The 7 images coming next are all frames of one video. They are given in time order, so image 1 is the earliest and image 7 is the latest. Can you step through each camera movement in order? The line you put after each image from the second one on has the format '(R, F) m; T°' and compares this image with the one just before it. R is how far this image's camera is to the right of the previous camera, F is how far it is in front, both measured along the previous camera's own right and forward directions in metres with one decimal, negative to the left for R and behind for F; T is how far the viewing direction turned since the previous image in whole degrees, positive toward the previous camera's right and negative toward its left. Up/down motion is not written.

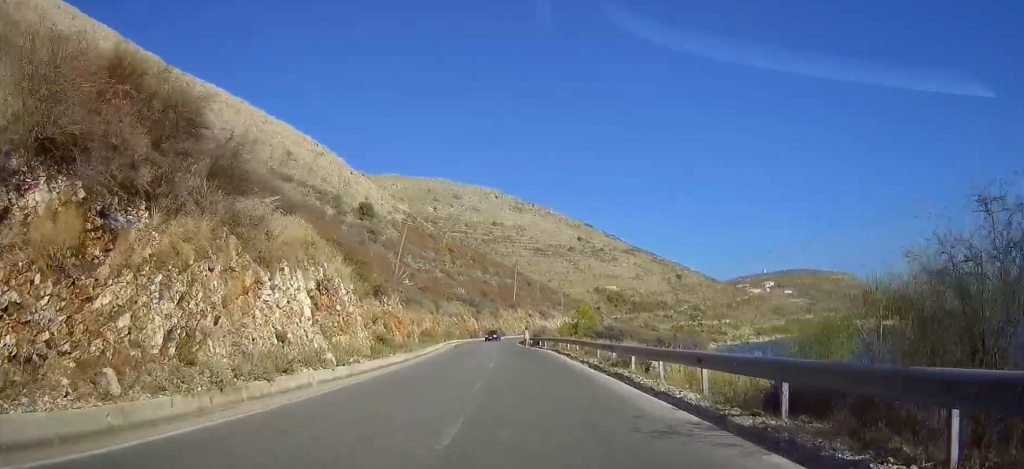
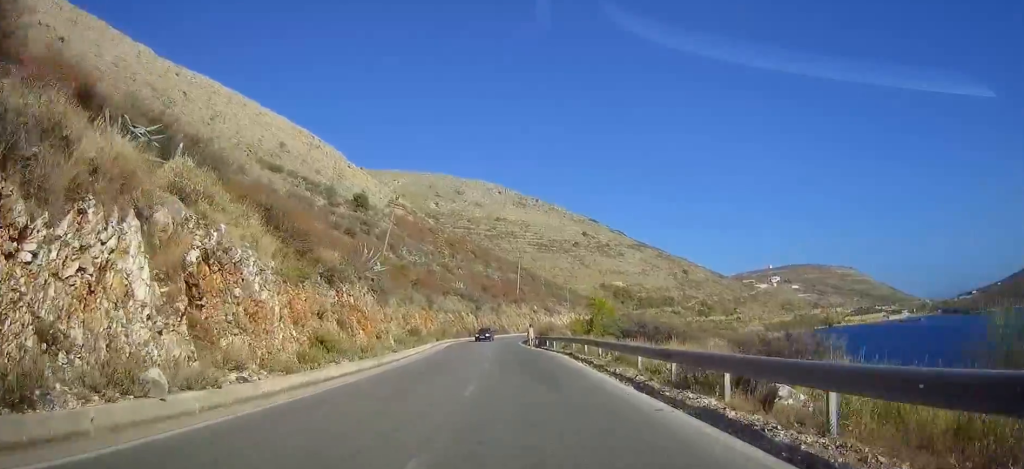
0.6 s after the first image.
(-1.0, +10.2) m; -3°
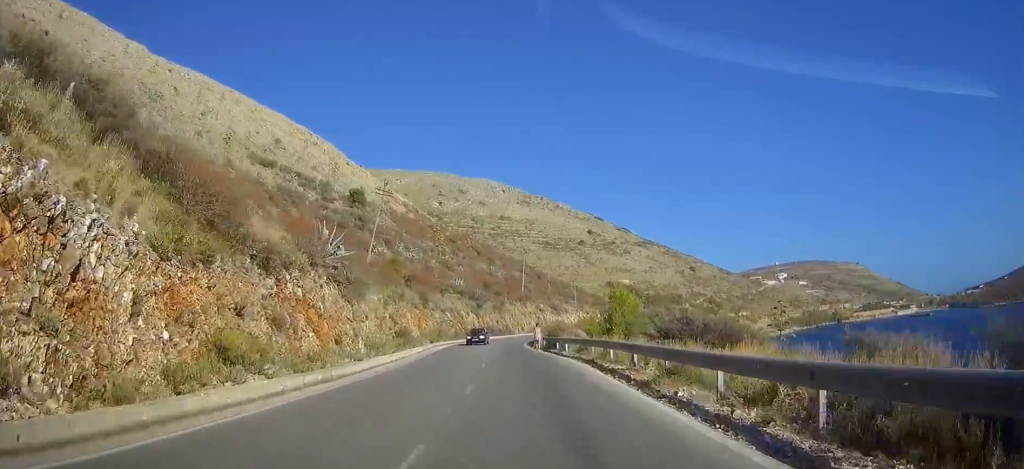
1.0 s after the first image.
(+0.4, +7.9) m; +2°
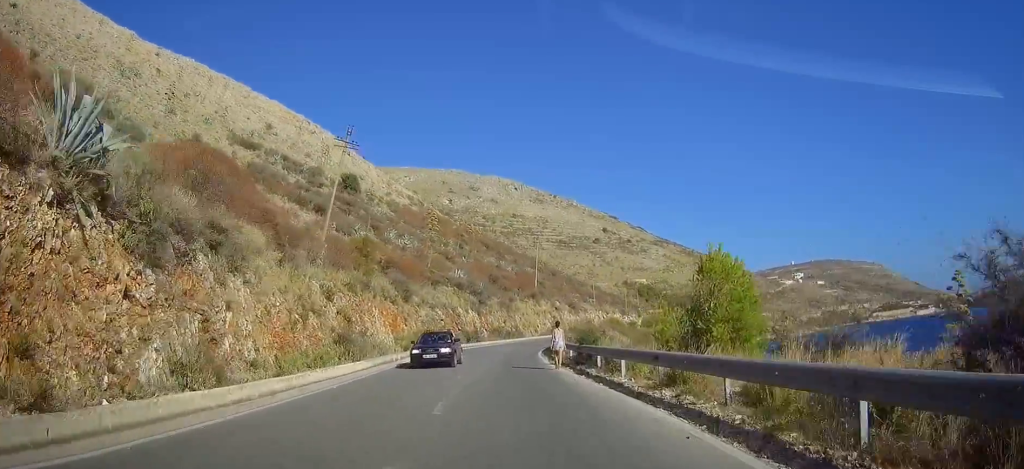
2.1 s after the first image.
(+0.5, +17.7) m; +2°
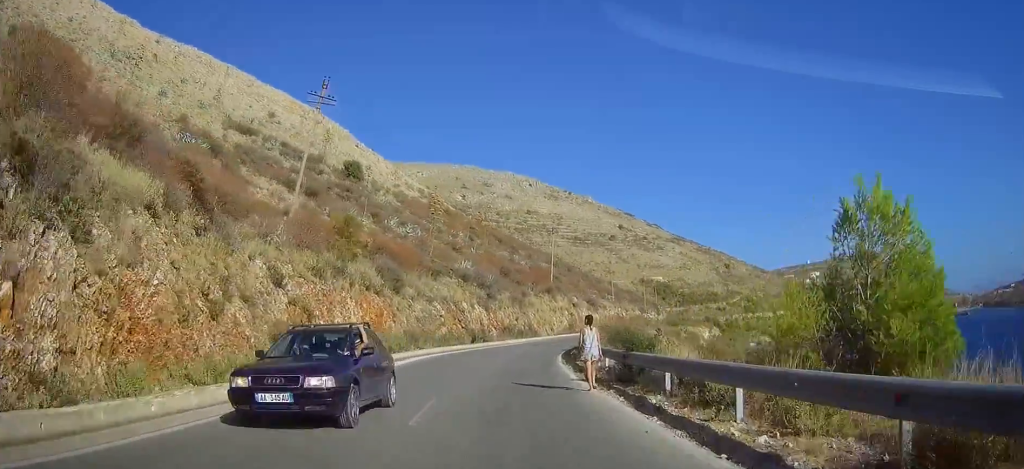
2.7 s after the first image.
(0.0, +9.2) m; 0°
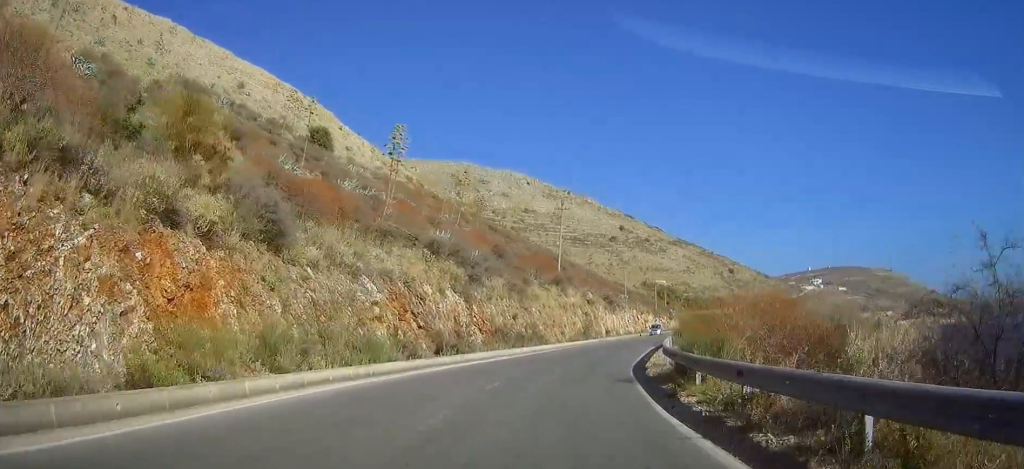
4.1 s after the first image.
(0.0, +23.5) m; 0°
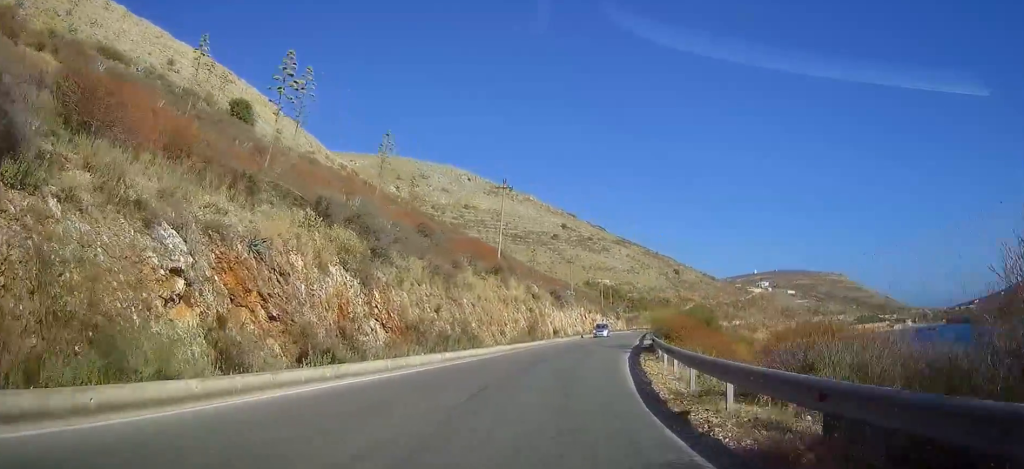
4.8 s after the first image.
(0.0, +11.8) m; +2°
